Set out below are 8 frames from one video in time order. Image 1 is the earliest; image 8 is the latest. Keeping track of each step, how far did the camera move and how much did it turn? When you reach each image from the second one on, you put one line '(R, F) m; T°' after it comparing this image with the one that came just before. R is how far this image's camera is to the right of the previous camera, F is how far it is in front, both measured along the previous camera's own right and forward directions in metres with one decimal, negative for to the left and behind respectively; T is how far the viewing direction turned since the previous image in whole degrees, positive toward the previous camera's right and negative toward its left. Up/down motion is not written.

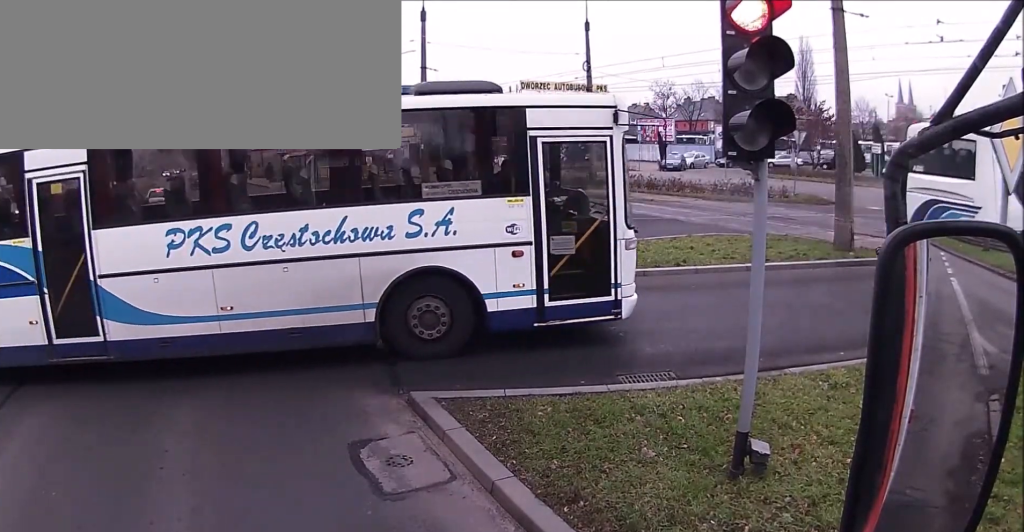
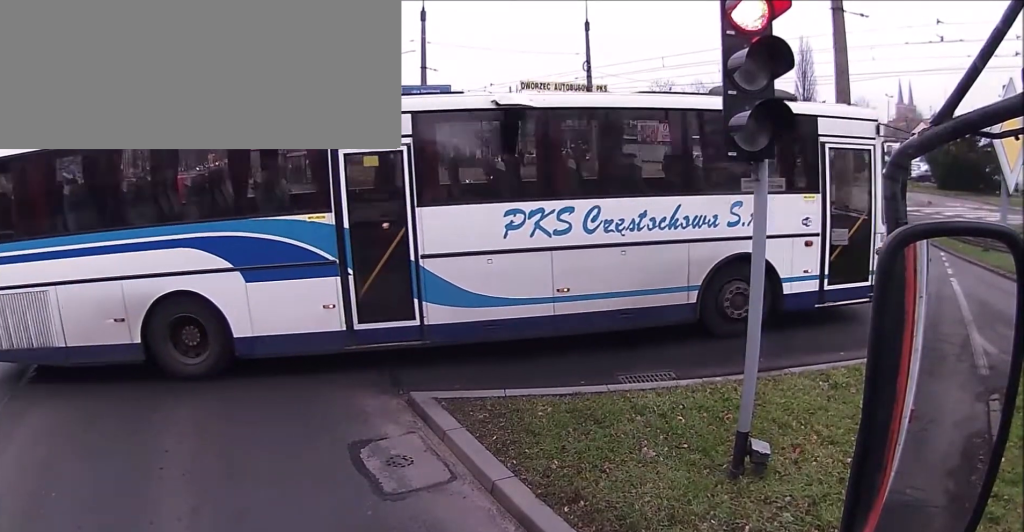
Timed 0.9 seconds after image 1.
(0.0, 0.0) m; 0°
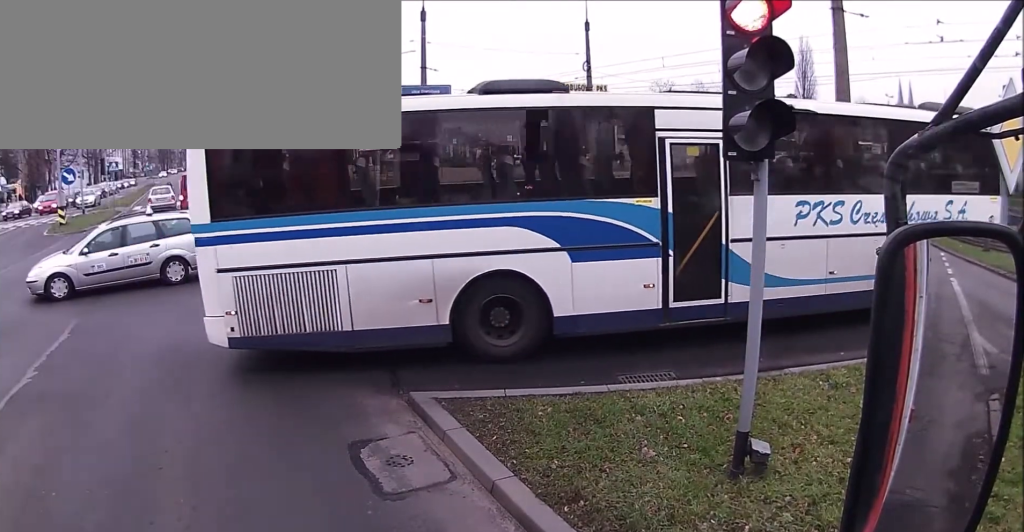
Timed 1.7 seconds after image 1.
(0.0, 0.0) m; 0°
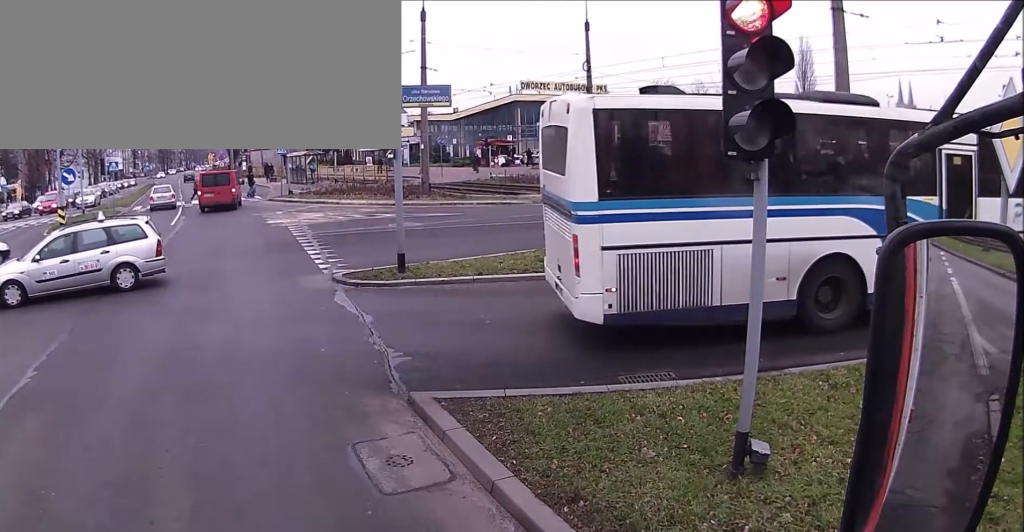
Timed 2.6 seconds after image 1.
(0.0, 0.0) m; 0°
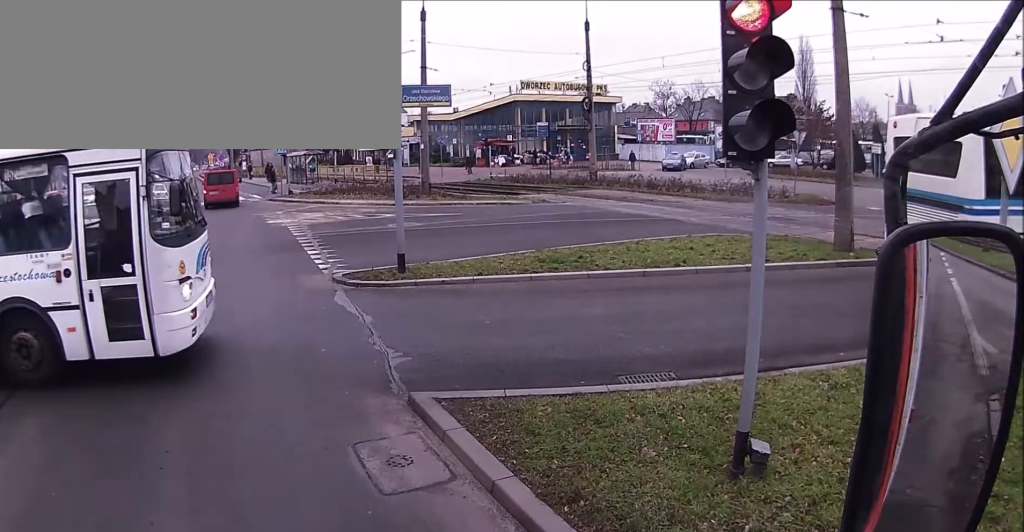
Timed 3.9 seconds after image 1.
(0.0, 0.0) m; 0°
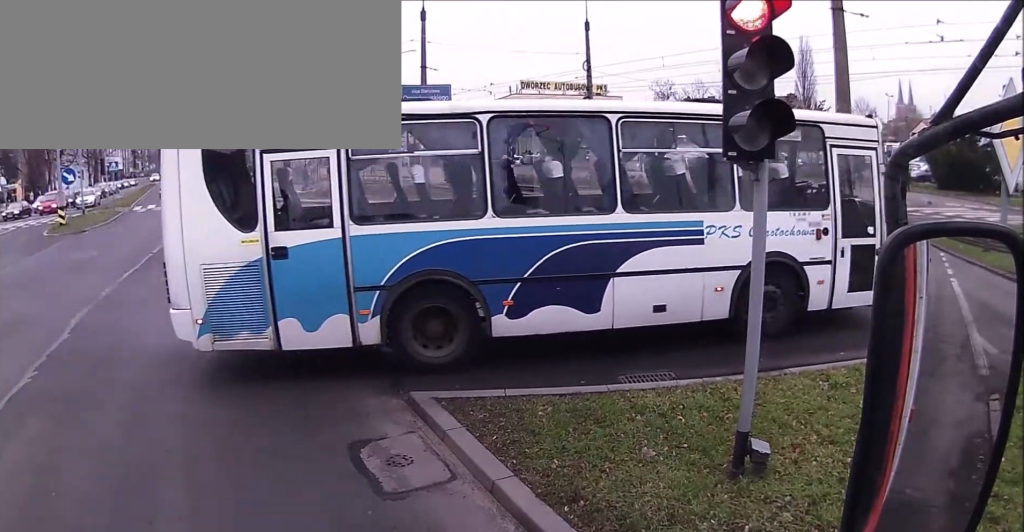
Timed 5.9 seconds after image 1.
(0.0, 0.0) m; 0°
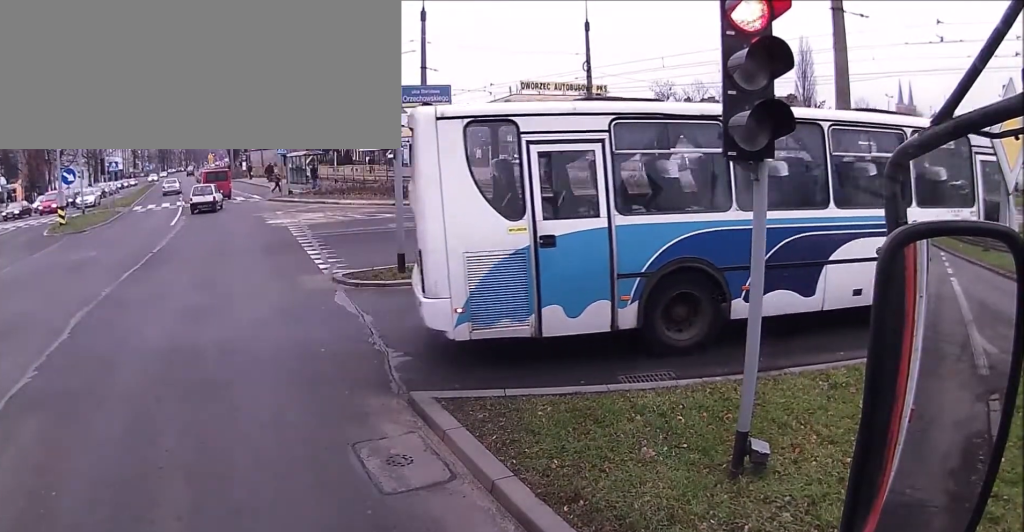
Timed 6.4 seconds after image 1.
(0.0, 0.0) m; 0°
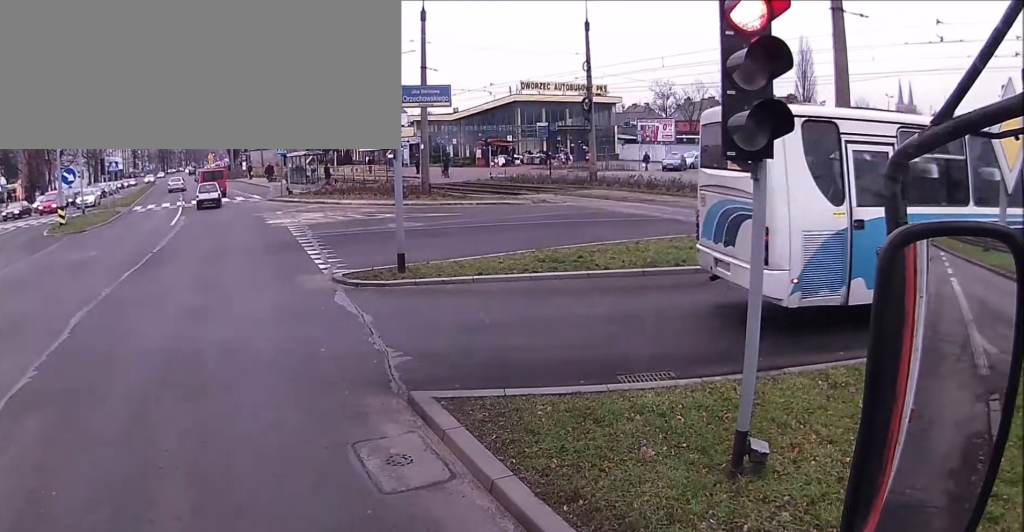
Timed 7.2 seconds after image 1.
(0.0, 0.0) m; 0°
